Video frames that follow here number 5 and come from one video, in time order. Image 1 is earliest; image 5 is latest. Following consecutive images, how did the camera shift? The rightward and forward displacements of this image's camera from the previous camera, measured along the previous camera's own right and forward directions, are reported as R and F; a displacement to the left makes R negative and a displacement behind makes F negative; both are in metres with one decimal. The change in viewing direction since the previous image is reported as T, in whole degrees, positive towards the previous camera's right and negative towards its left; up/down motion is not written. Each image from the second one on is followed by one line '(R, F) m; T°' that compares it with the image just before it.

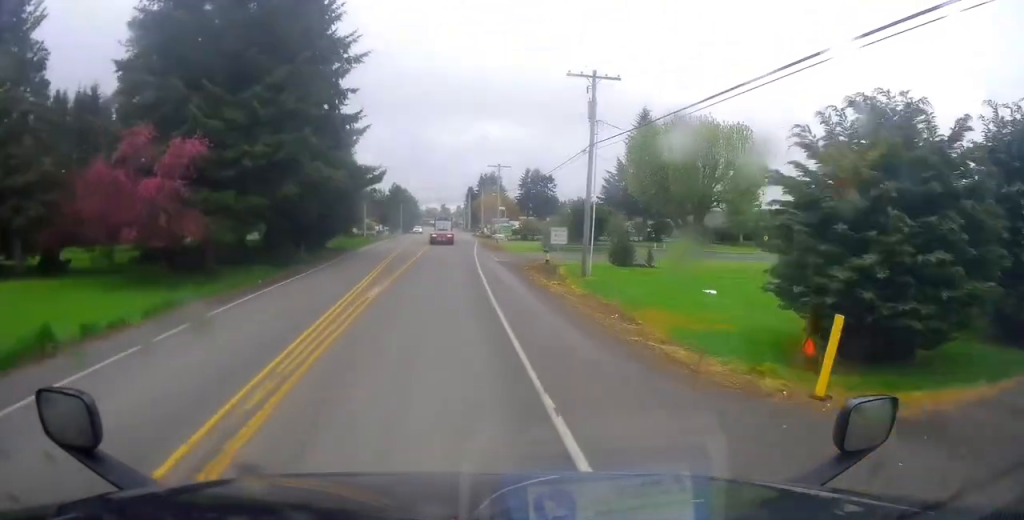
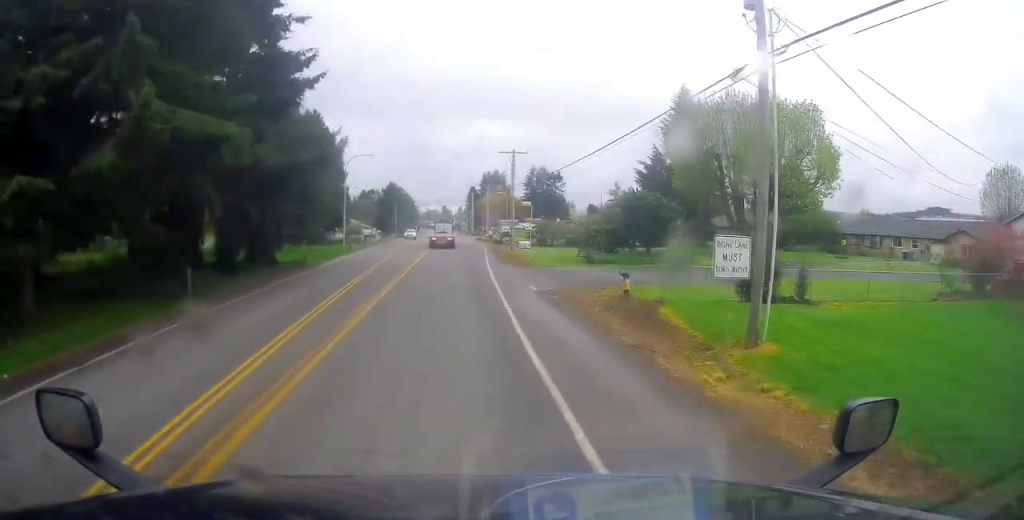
(-0.6, +16.8) m; -1°
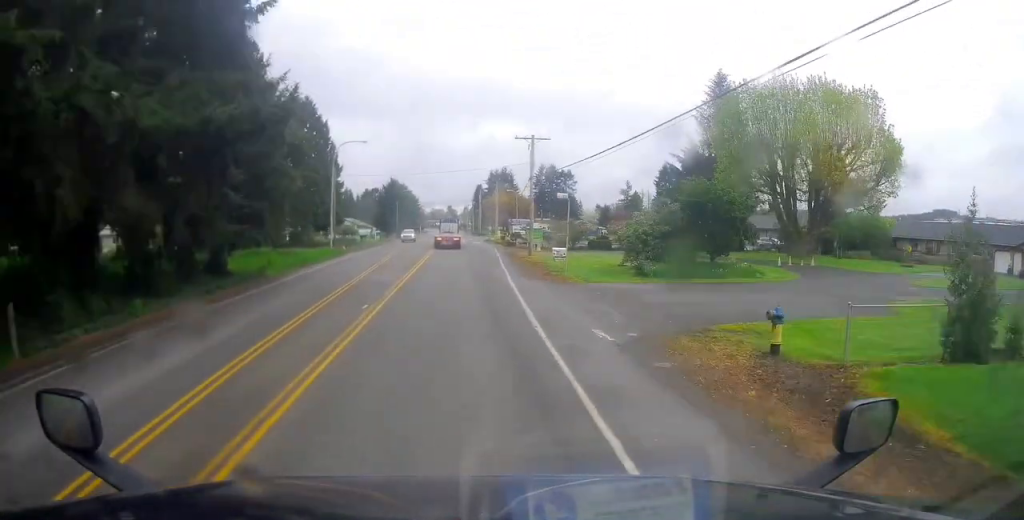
(+0.1, +9.8) m; 0°
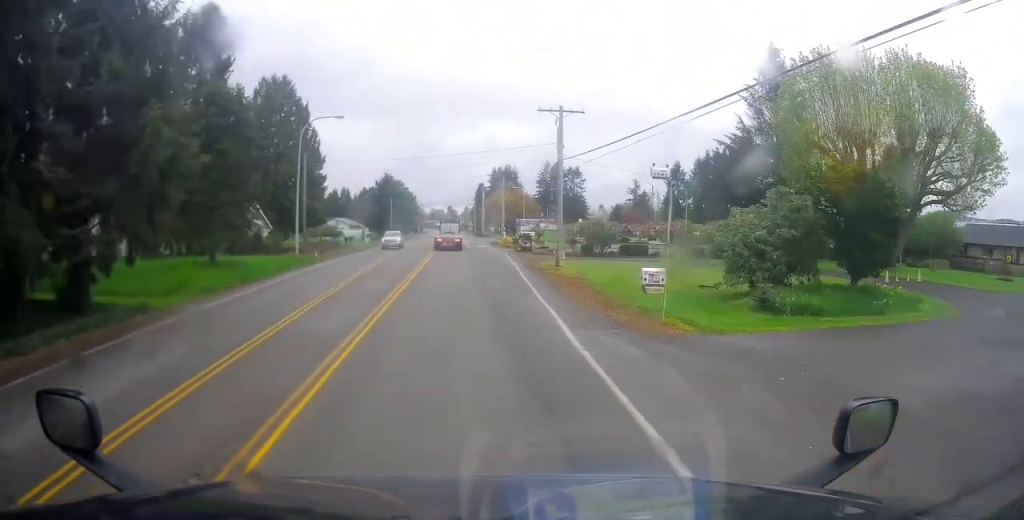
(0.0, +12.7) m; 0°
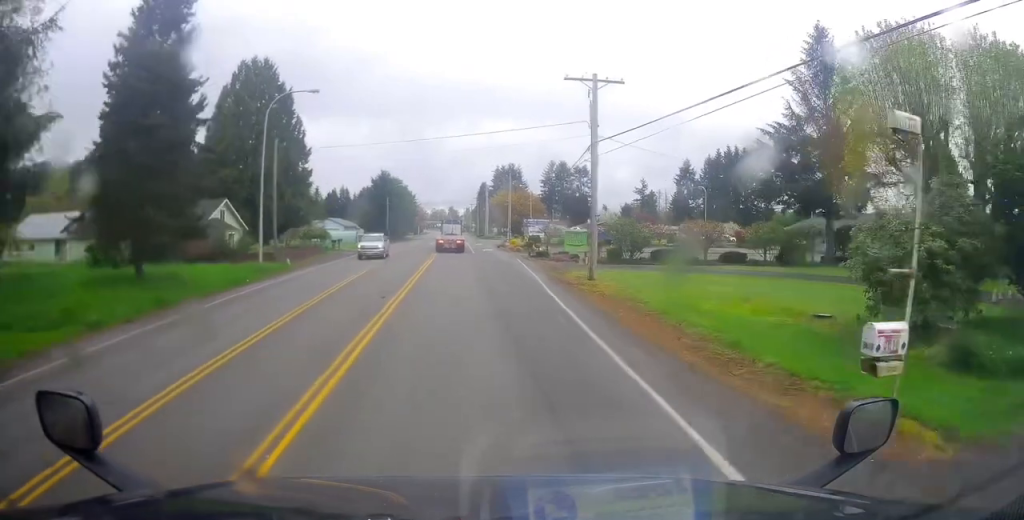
(-0.2, +8.8) m; 0°
